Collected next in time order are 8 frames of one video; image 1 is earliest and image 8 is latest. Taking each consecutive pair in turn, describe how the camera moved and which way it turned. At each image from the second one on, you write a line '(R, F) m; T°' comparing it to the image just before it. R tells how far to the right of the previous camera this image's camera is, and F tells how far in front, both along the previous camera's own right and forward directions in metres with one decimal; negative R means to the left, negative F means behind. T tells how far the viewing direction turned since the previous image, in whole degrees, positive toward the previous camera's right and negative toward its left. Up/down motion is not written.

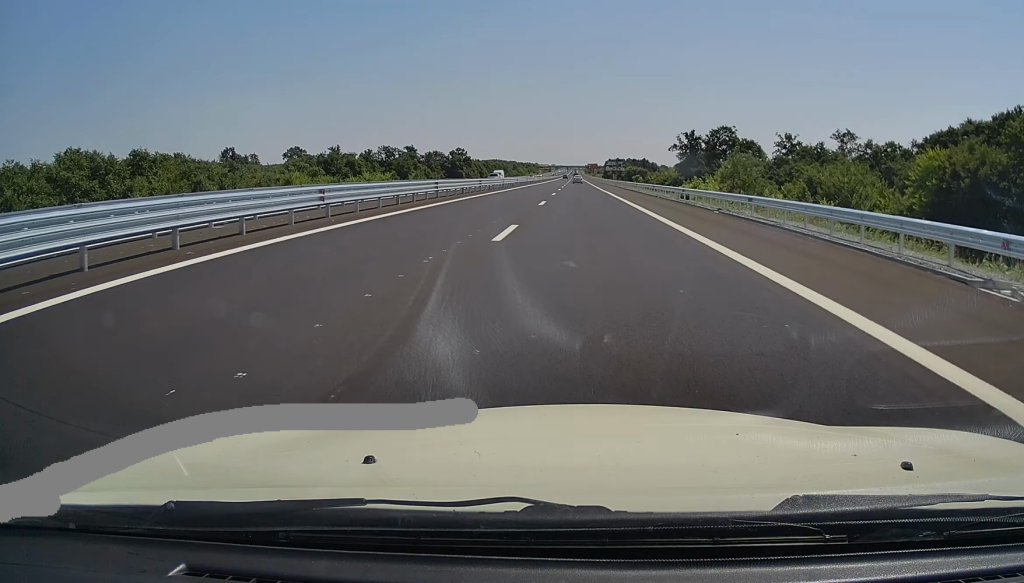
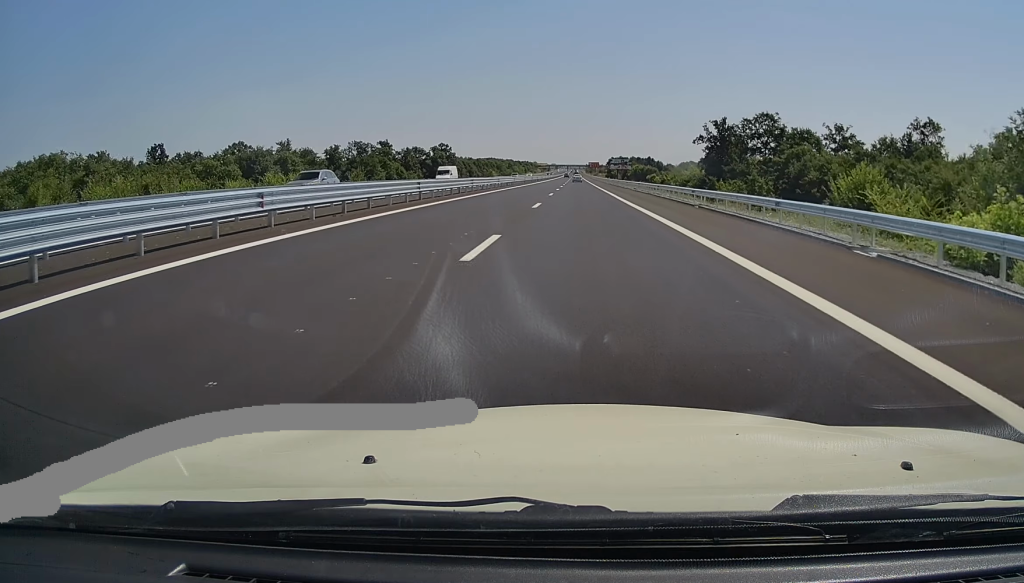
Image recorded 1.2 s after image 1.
(+0.1, +35.7) m; -1°
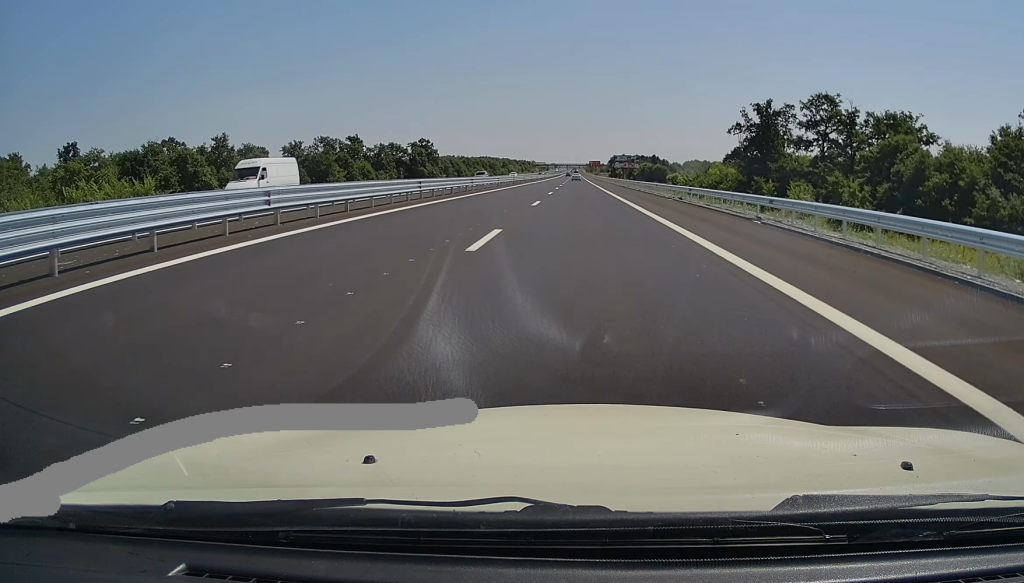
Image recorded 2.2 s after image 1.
(-0.5, +31.5) m; 0°
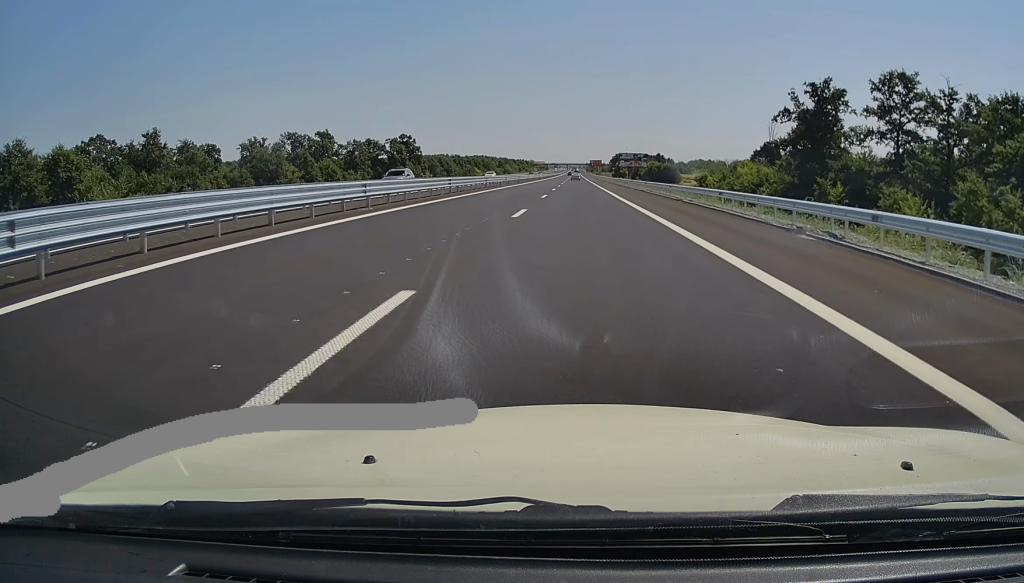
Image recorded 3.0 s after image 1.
(+0.3, +24.3) m; +1°
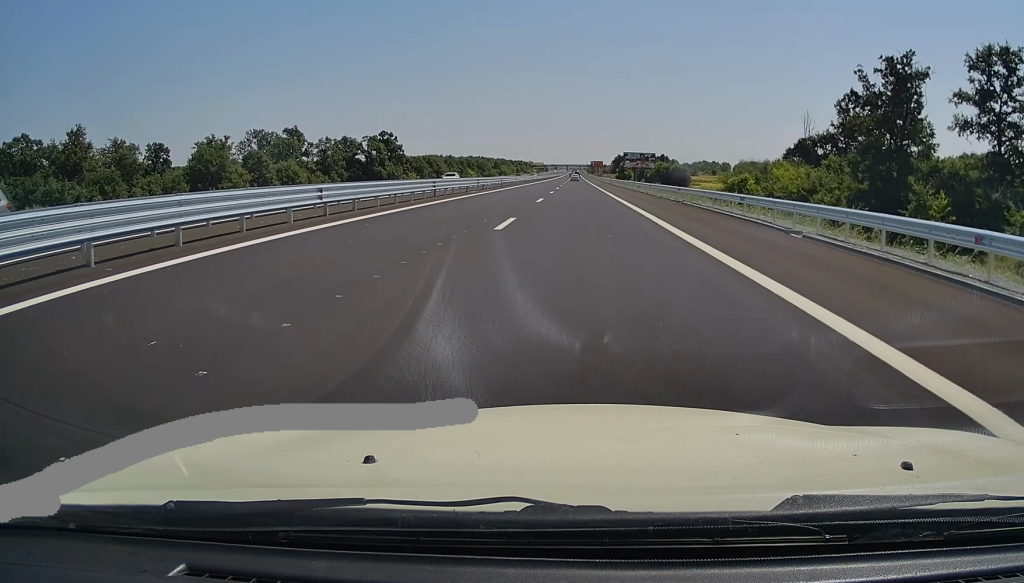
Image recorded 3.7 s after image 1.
(+0.1, +20.2) m; 0°
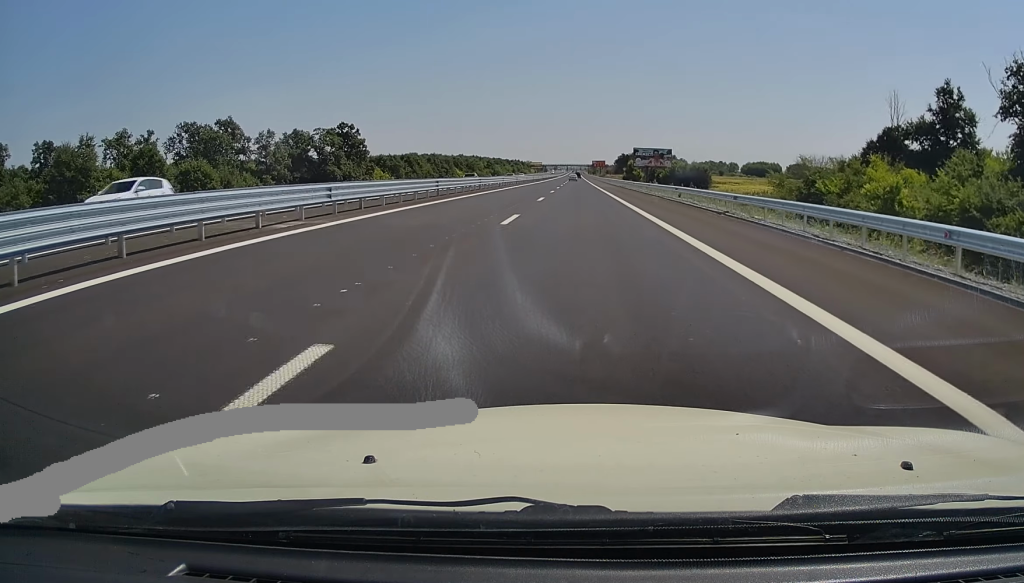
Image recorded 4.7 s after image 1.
(0.0, +31.1) m; -1°
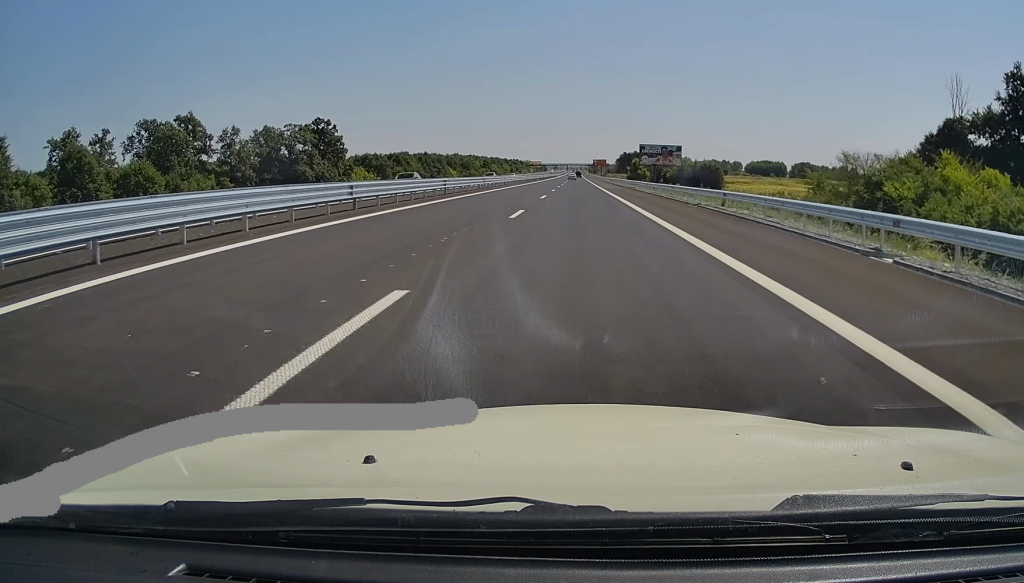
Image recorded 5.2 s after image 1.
(+0.1, +14.0) m; 0°
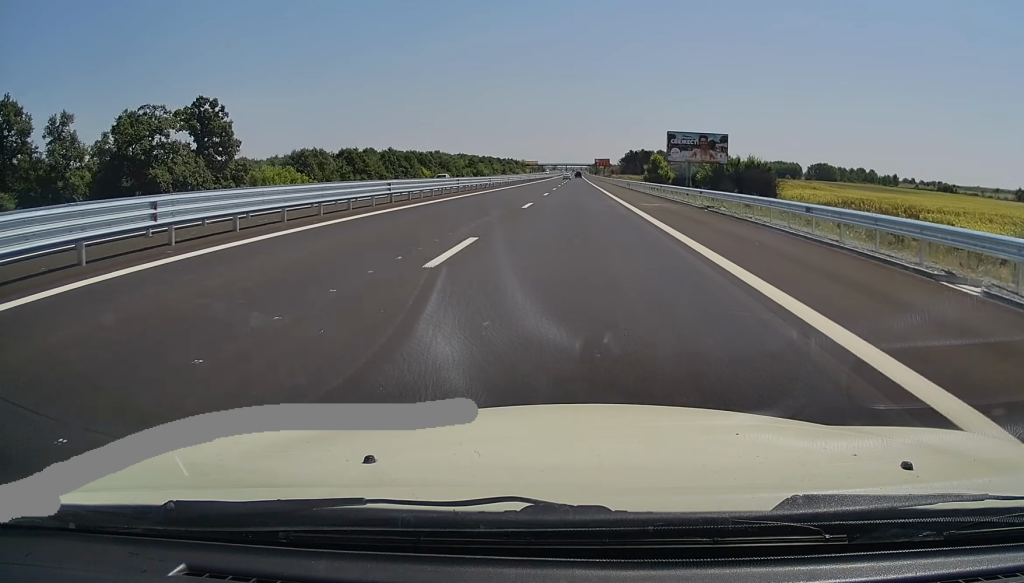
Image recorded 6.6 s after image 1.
(-0.2, +42.8) m; 0°
